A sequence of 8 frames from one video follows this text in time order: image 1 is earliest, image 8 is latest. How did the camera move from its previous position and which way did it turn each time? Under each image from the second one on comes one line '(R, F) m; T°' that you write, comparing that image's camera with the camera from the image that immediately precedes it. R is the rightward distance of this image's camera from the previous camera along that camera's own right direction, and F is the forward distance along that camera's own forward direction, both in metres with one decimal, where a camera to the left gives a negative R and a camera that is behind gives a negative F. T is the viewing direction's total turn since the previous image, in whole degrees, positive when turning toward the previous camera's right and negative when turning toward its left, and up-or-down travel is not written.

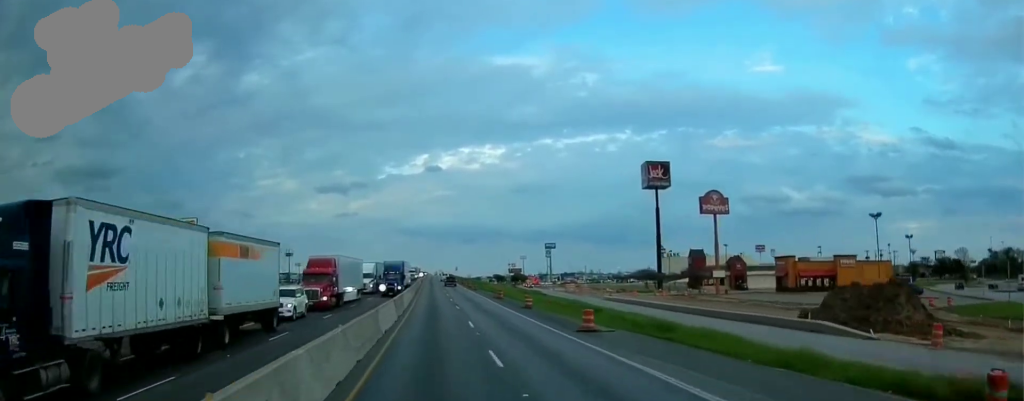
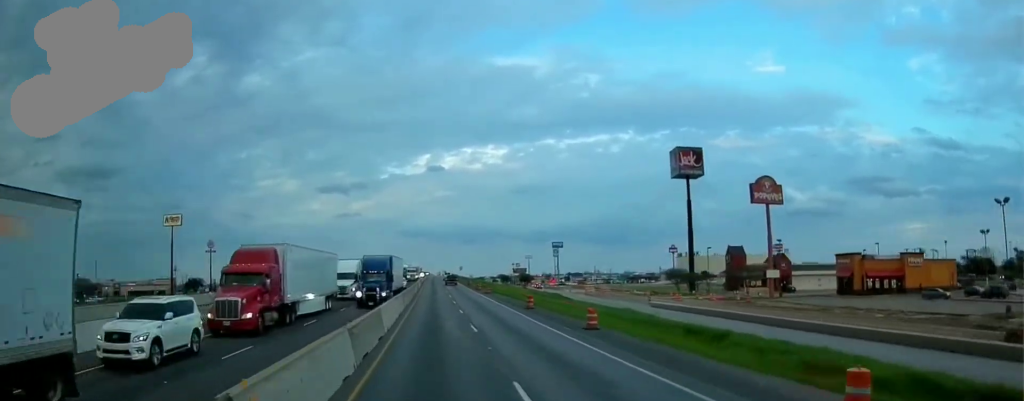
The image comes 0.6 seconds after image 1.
(0.0, +16.7) m; 0°
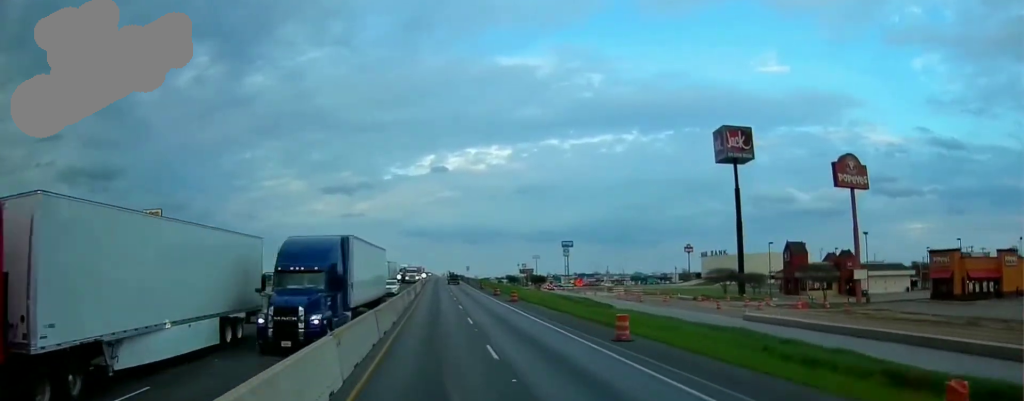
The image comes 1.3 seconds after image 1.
(-0.2, +20.6) m; -1°
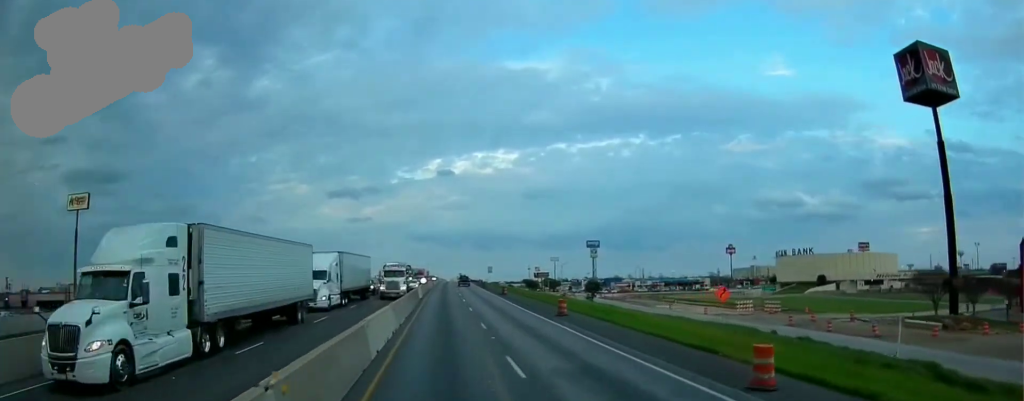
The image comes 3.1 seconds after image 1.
(-0.1, +53.0) m; +1°
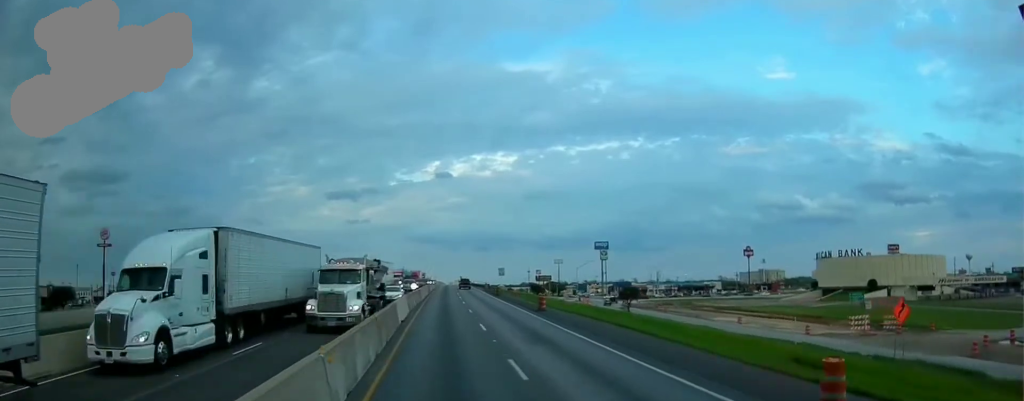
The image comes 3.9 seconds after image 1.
(+0.3, +23.8) m; 0°
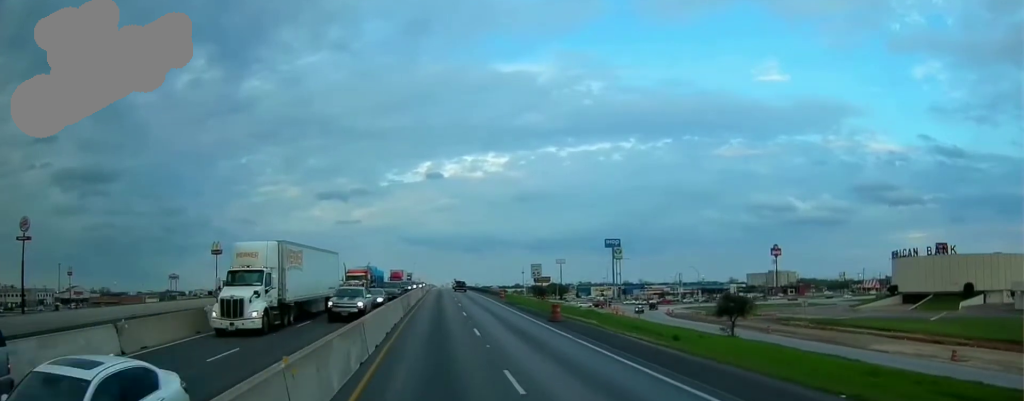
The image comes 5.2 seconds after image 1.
(-0.4, +39.9) m; -2°
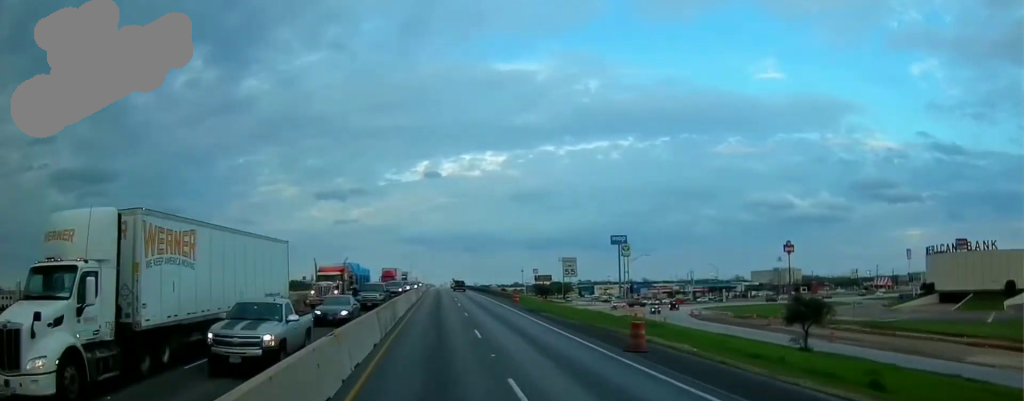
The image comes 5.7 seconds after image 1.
(-0.1, +13.9) m; 0°
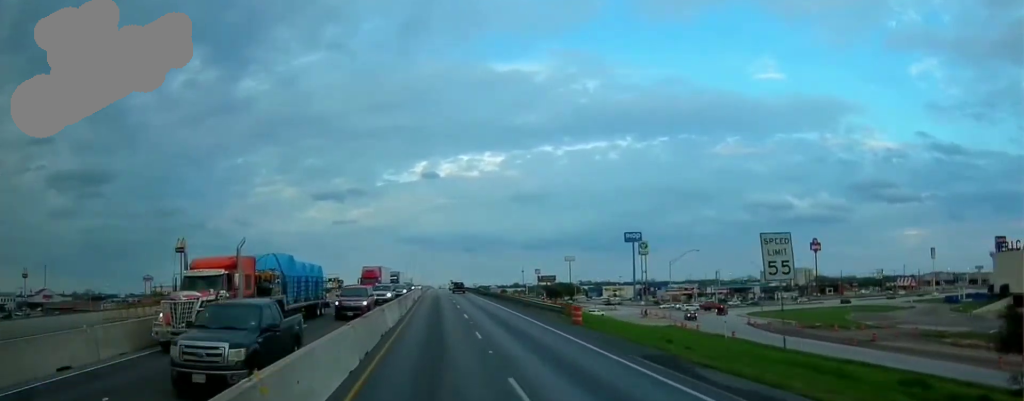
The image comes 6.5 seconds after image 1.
(-0.1, +24.8) m; +1°
